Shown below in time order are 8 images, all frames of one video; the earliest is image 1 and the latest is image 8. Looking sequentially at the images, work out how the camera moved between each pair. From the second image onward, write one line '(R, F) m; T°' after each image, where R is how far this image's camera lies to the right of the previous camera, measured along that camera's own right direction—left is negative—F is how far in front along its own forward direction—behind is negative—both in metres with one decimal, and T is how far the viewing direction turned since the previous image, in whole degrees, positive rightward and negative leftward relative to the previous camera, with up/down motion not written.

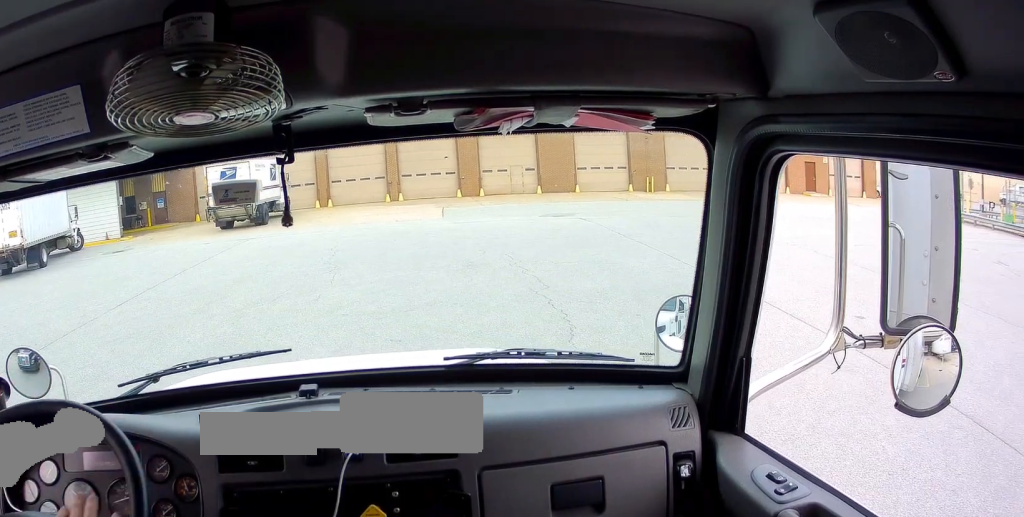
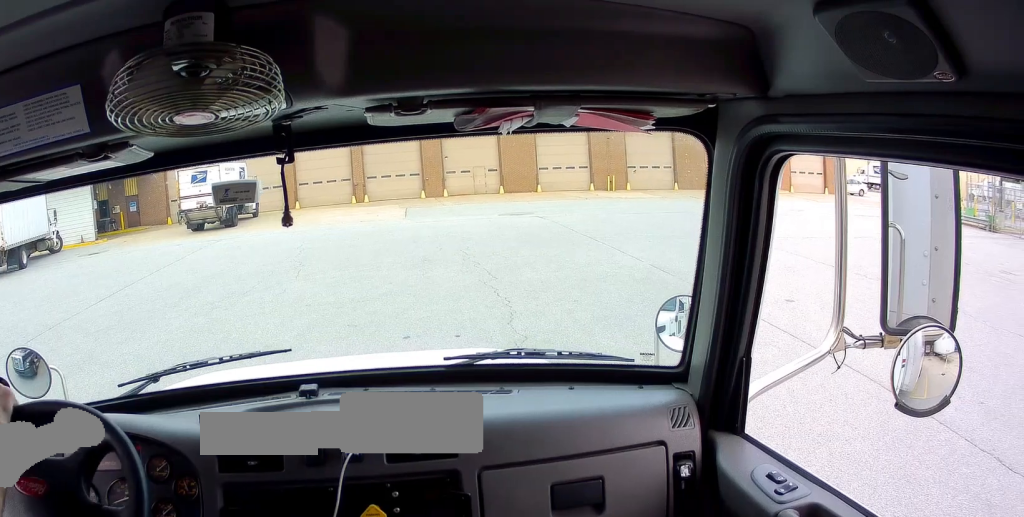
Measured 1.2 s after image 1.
(0.0, +1.5) m; 0°
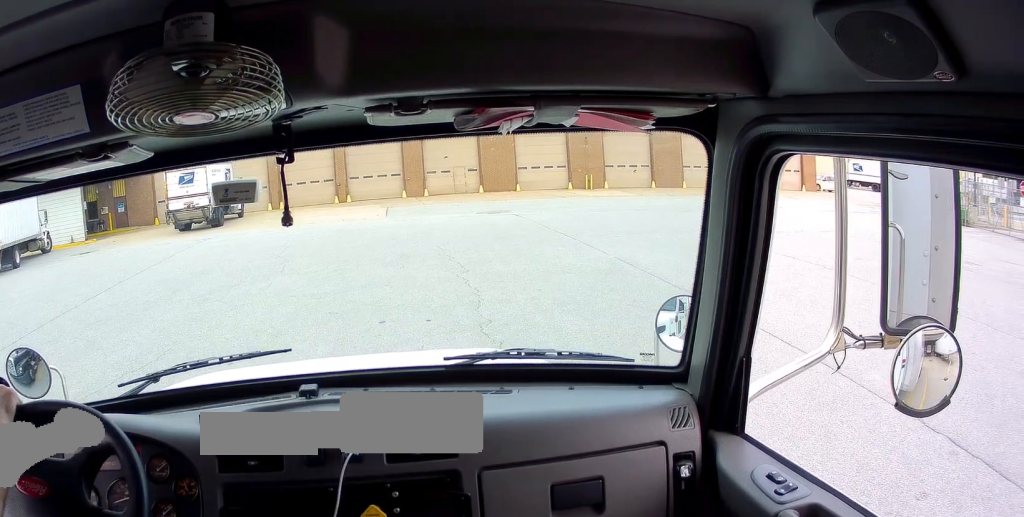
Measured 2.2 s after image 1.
(+0.7, +1.0) m; 0°
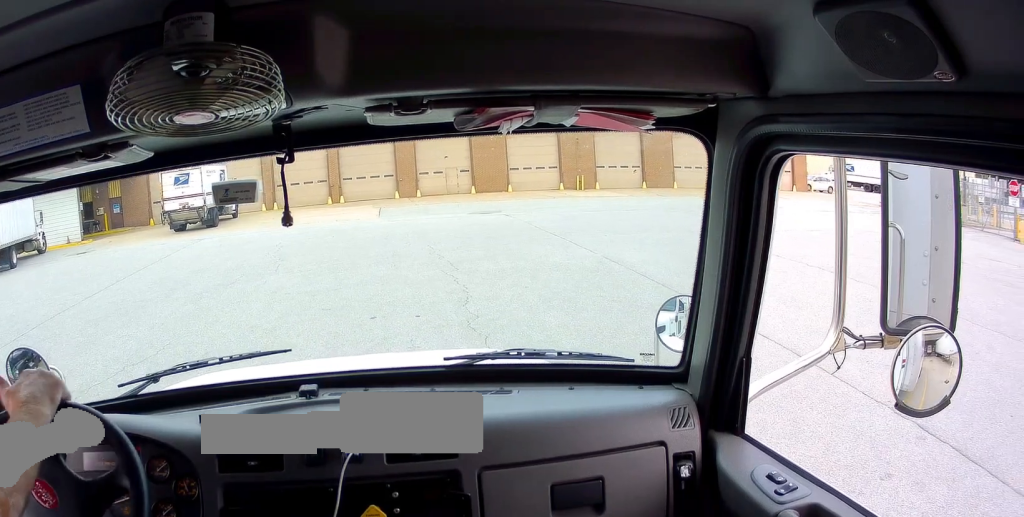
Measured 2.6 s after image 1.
(+0.1, +0.6) m; 0°
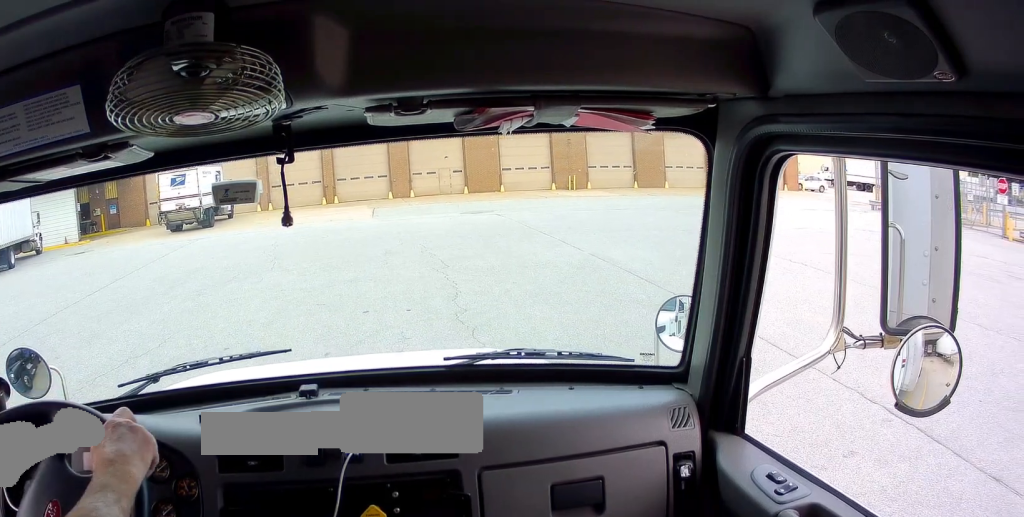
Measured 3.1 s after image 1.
(+0.1, +0.7) m; 0°
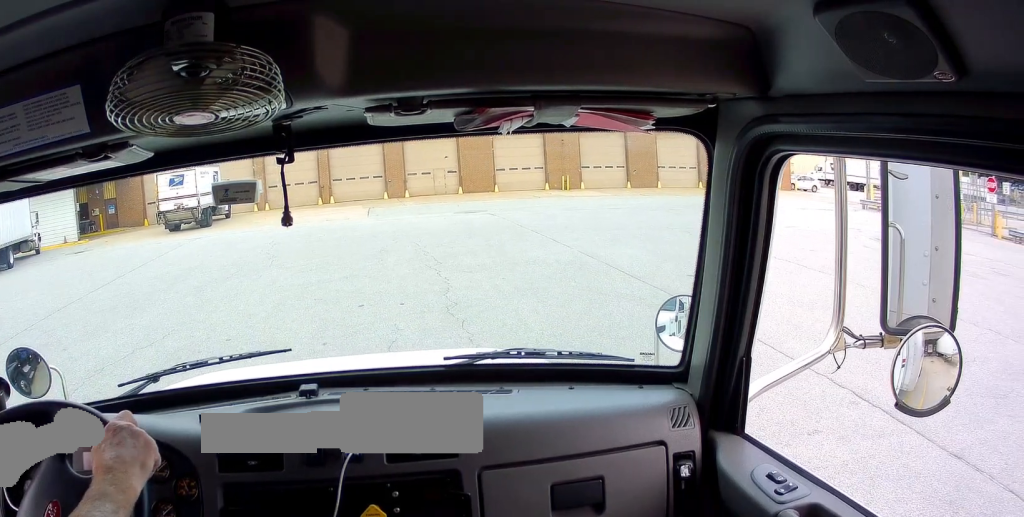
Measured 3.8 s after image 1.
(0.0, +0.7) m; 0°
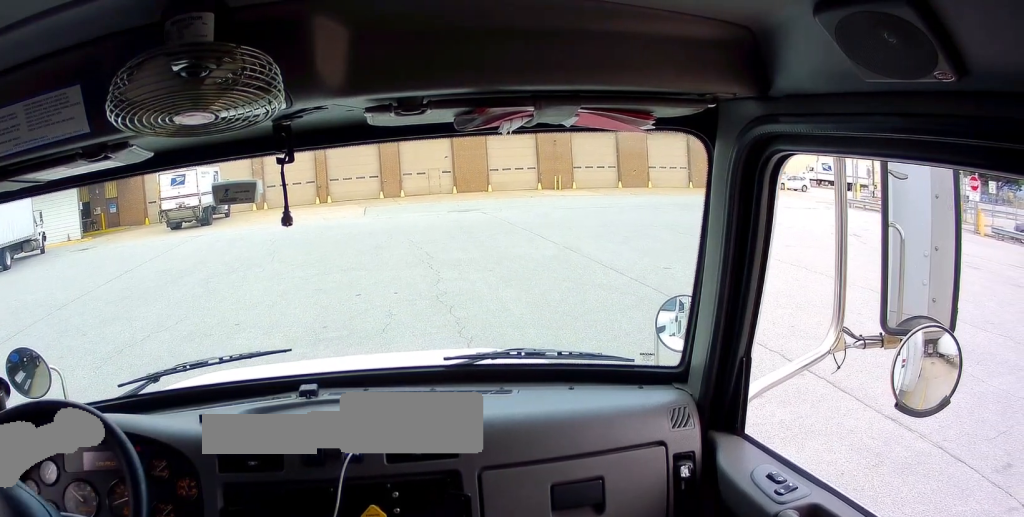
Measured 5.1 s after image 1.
(0.0, +1.6) m; 0°
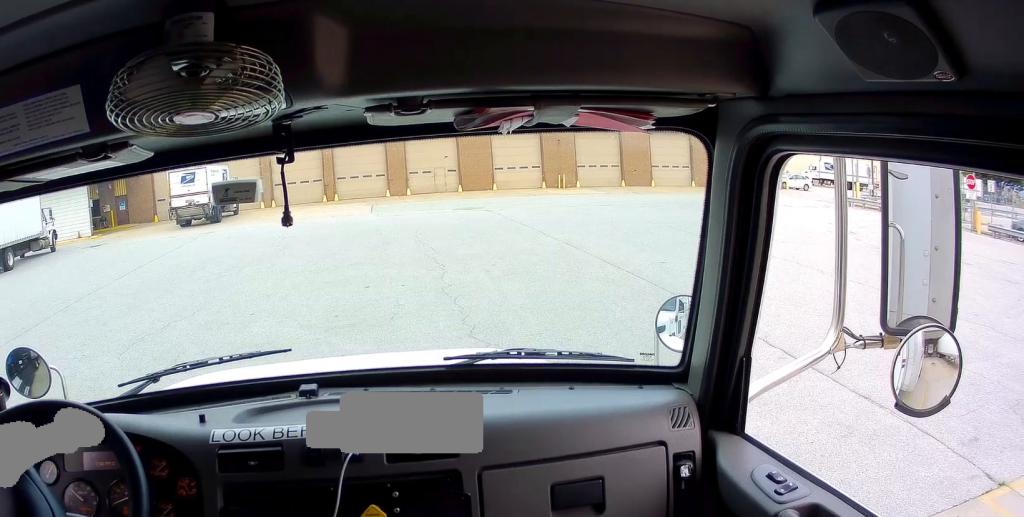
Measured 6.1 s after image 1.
(0.0, +1.1) m; 0°
